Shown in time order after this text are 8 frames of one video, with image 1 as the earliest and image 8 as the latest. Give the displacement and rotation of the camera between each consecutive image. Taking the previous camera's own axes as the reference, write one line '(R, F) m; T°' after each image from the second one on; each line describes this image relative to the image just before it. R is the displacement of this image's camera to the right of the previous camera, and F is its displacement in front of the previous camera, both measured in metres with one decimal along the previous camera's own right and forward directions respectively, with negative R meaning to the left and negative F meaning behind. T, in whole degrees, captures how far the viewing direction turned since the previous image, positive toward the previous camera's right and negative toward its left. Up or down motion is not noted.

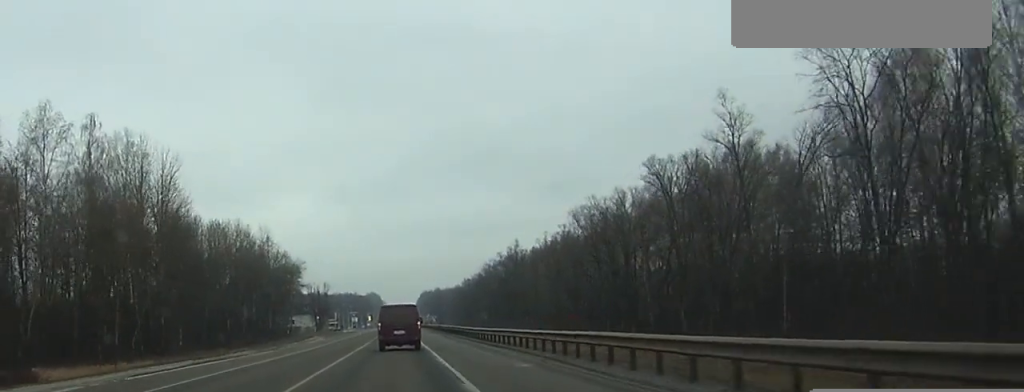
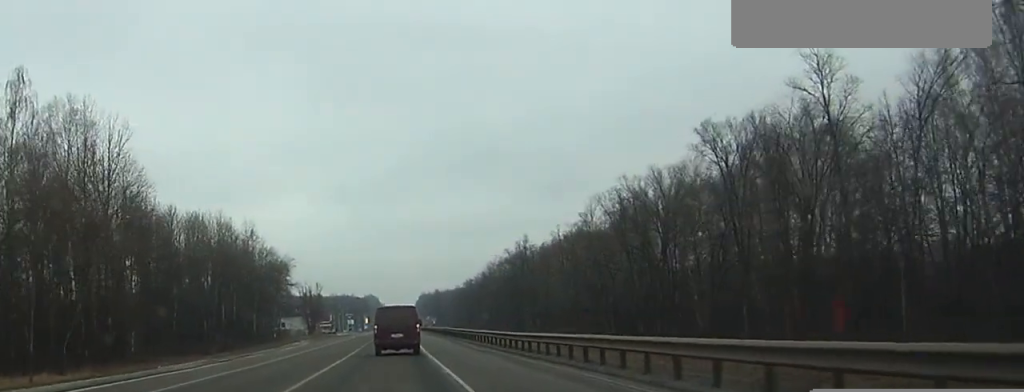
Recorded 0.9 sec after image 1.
(0.0, +17.3) m; 0°
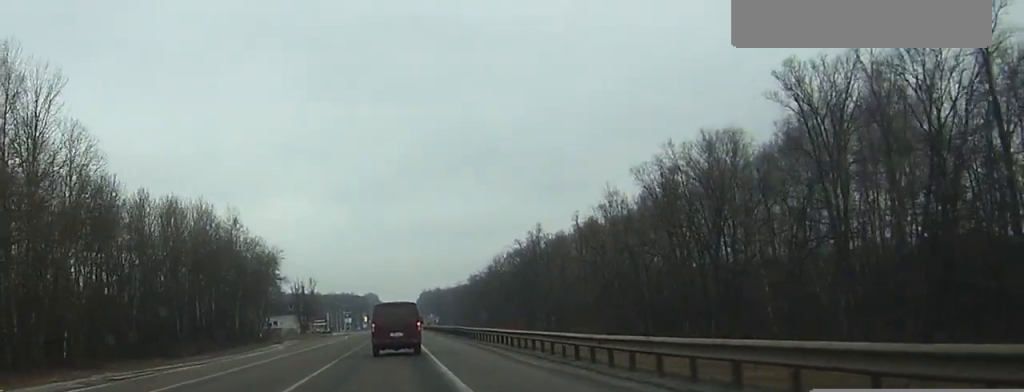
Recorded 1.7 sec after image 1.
(0.0, +16.8) m; 0°
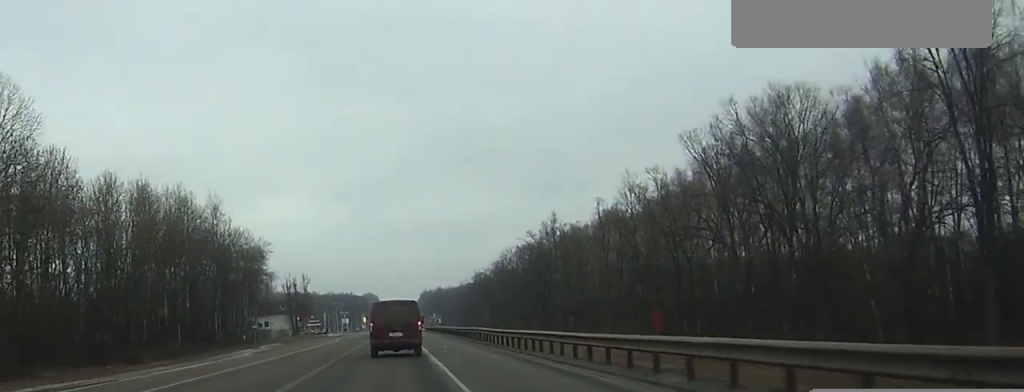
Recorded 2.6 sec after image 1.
(0.0, +15.8) m; 0°
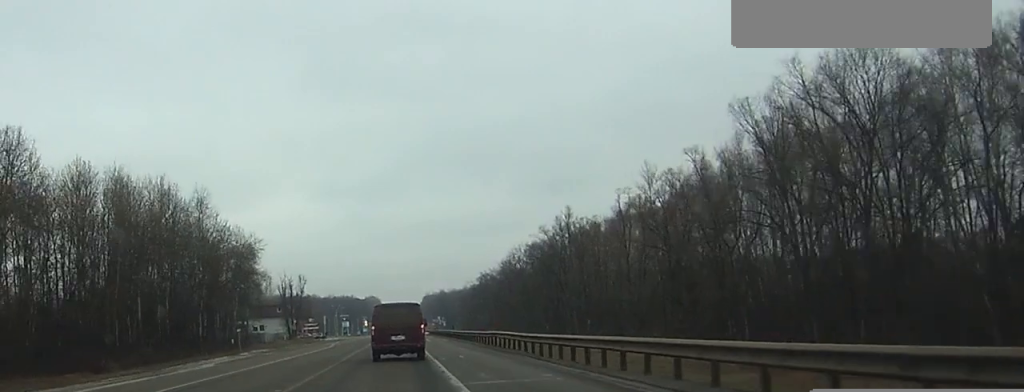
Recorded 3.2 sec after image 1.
(+0.1, +11.1) m; 0°
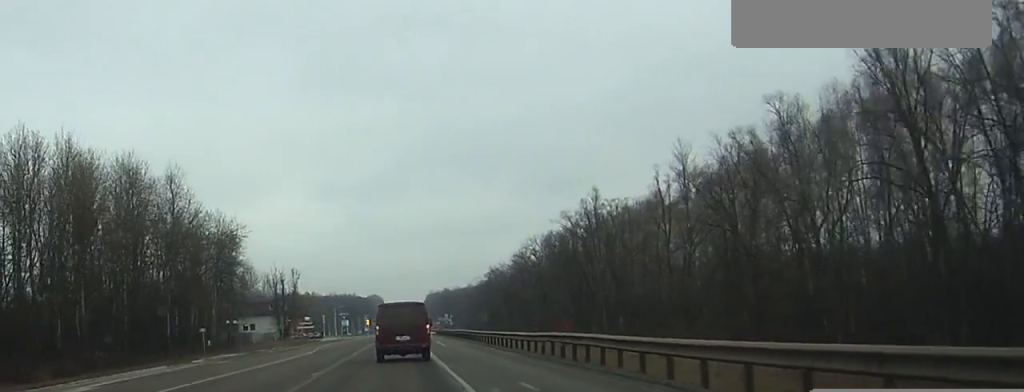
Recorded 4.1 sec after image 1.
(0.0, +17.0) m; 0°
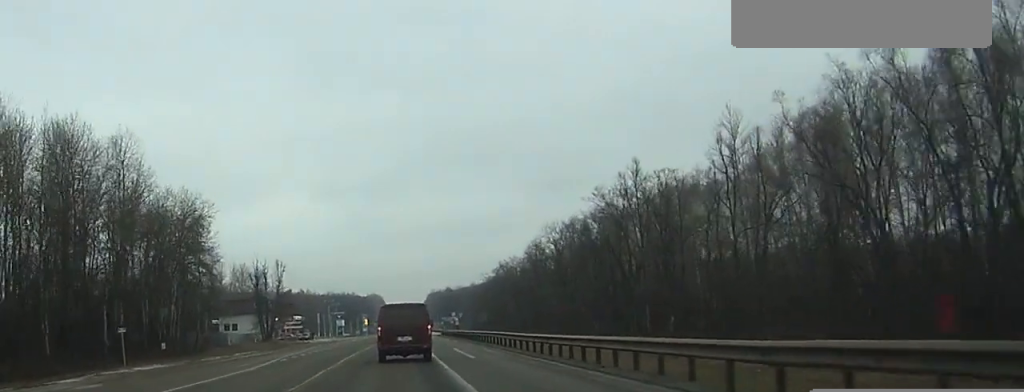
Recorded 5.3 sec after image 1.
(-0.1, +20.8) m; 0°
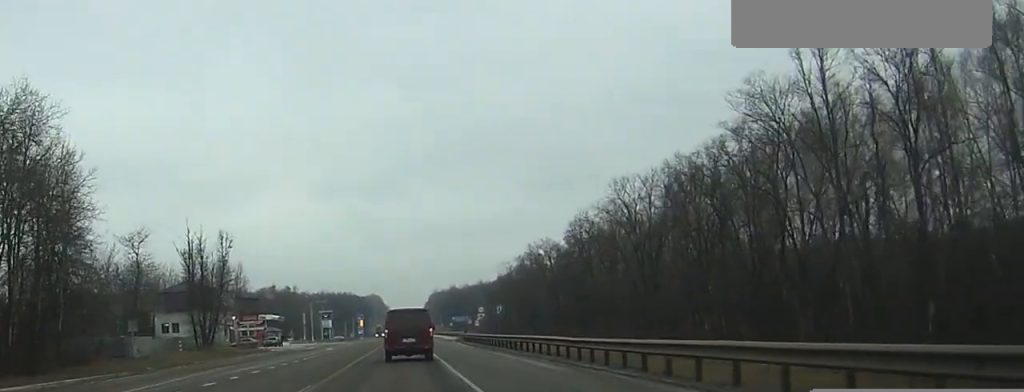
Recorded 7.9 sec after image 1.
(-0.1, +45.4) m; 0°
